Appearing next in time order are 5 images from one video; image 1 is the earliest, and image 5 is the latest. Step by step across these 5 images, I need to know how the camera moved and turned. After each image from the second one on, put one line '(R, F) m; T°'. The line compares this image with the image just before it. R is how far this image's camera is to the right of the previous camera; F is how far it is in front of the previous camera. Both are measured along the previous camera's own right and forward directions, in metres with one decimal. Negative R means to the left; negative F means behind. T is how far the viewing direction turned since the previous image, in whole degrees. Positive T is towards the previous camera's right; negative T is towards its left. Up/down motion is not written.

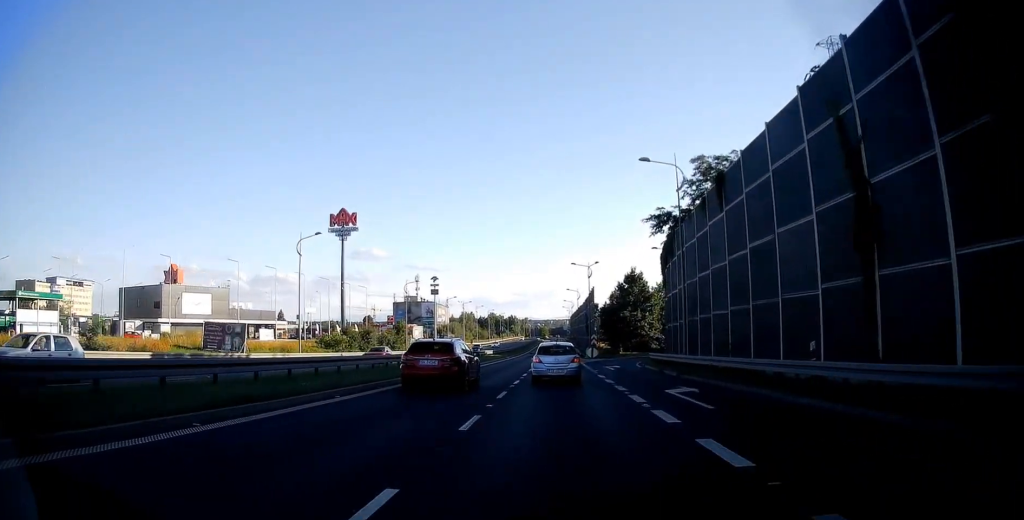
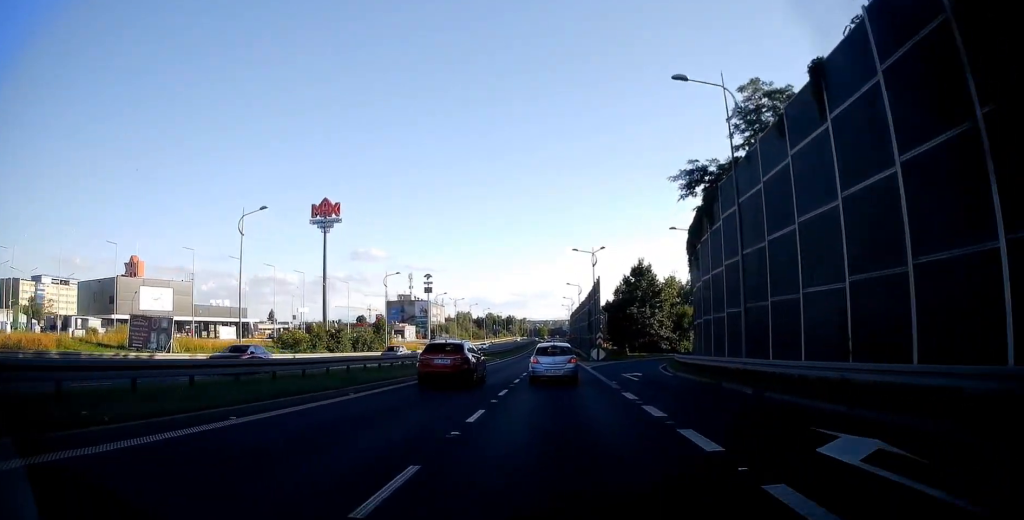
(0.0, +10.8) m; 0°
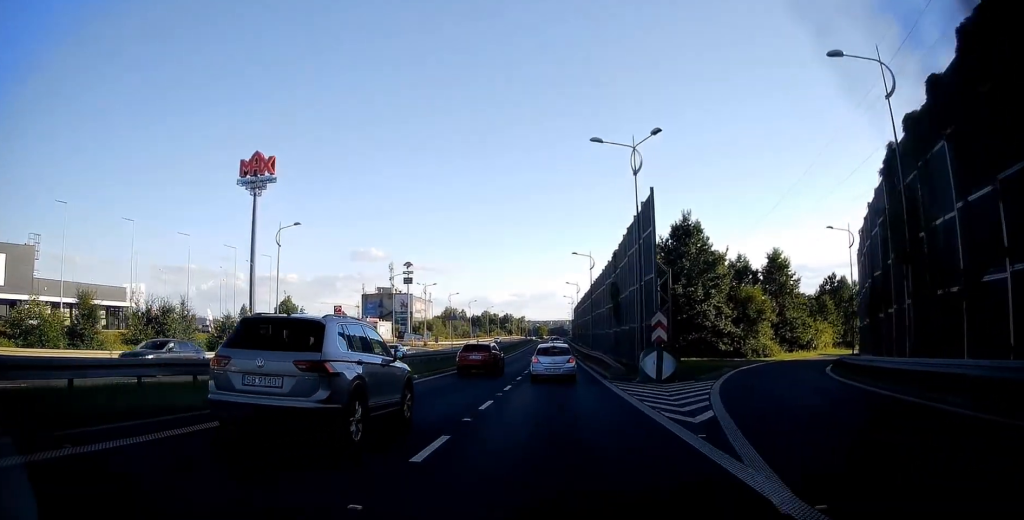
(-0.2, +33.6) m; 0°
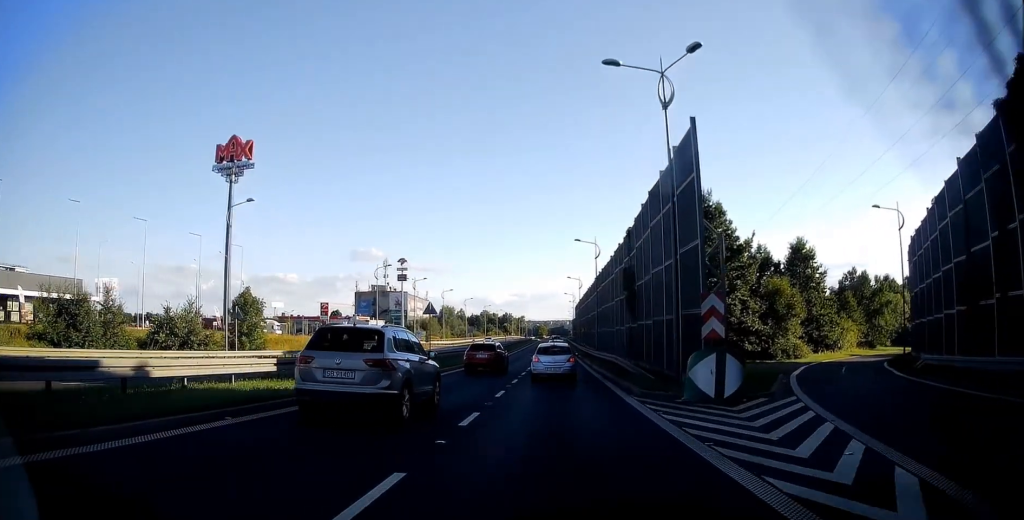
(0.0, +8.6) m; 0°
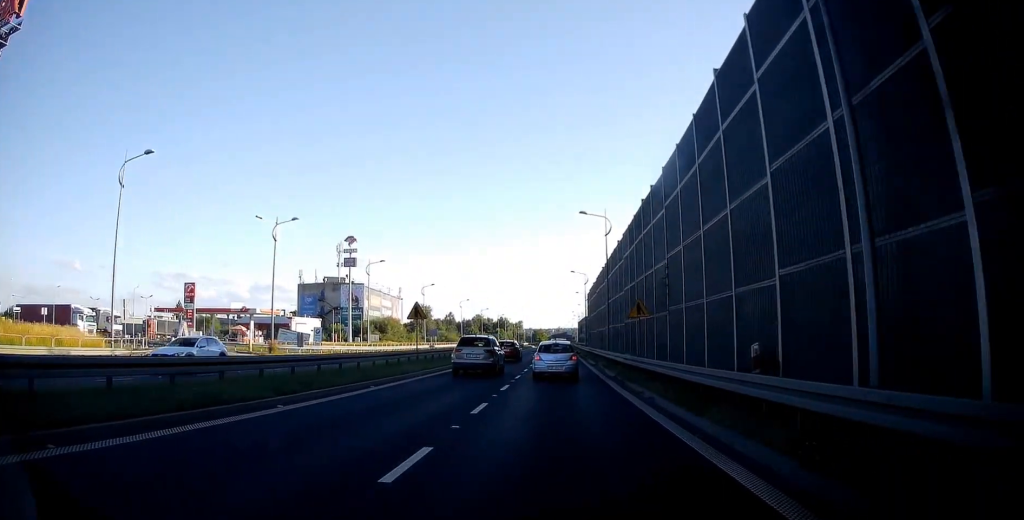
(+0.1, +52.6) m; 0°
